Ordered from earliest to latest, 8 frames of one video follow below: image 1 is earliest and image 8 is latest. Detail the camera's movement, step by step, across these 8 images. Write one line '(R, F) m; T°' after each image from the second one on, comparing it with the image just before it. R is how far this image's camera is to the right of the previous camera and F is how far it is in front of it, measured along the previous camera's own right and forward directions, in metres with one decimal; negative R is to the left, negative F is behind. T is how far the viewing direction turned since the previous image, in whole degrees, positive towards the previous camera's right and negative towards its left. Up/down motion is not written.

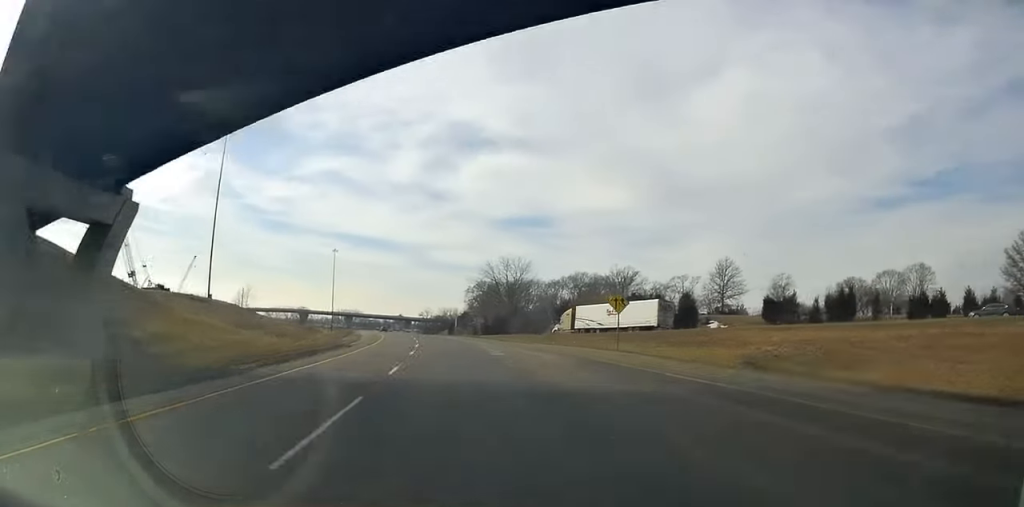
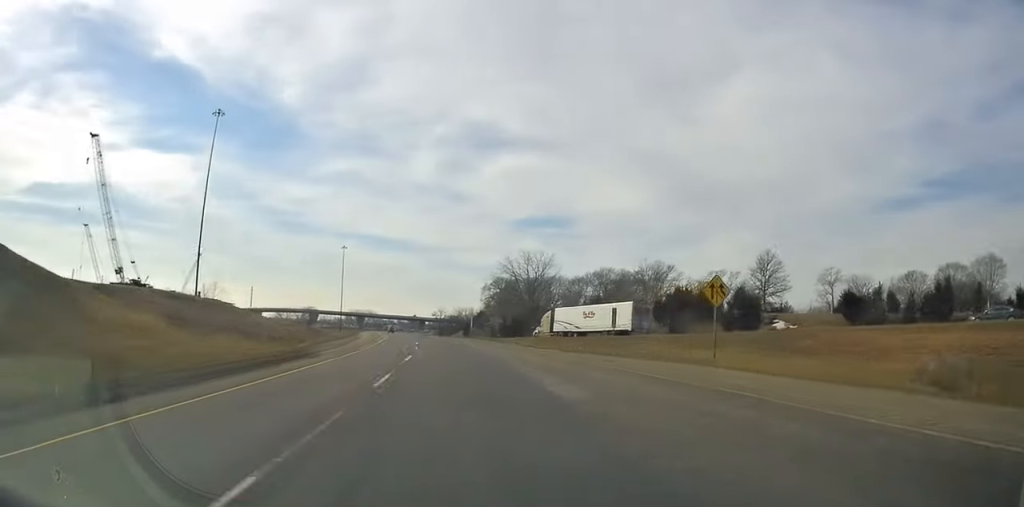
(0.0, +15.6) m; -1°
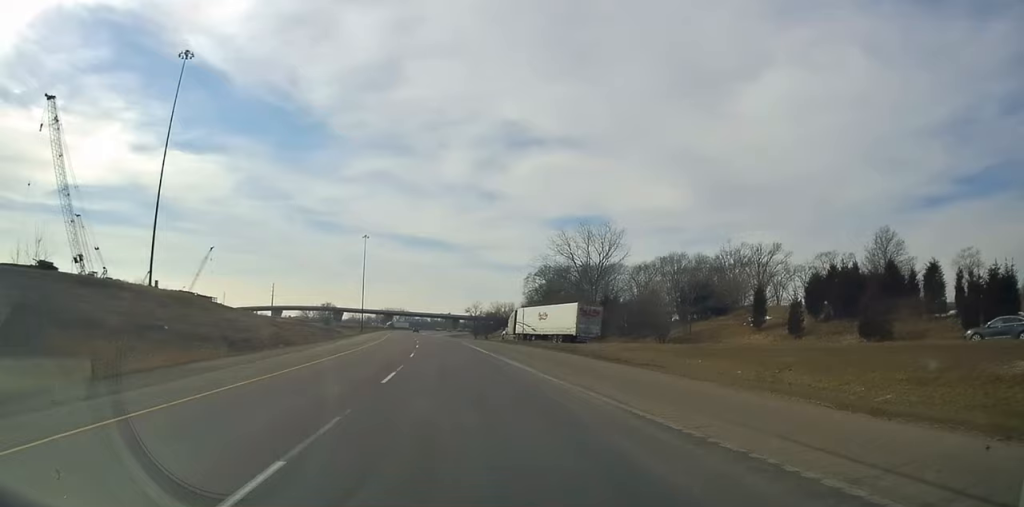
(-1.0, +34.5) m; -3°
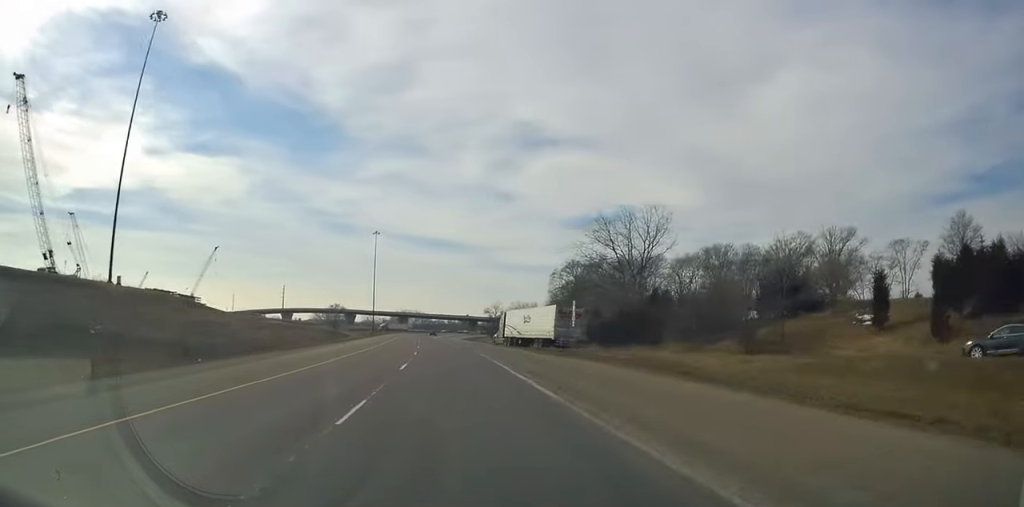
(-0.1, +17.9) m; -1°
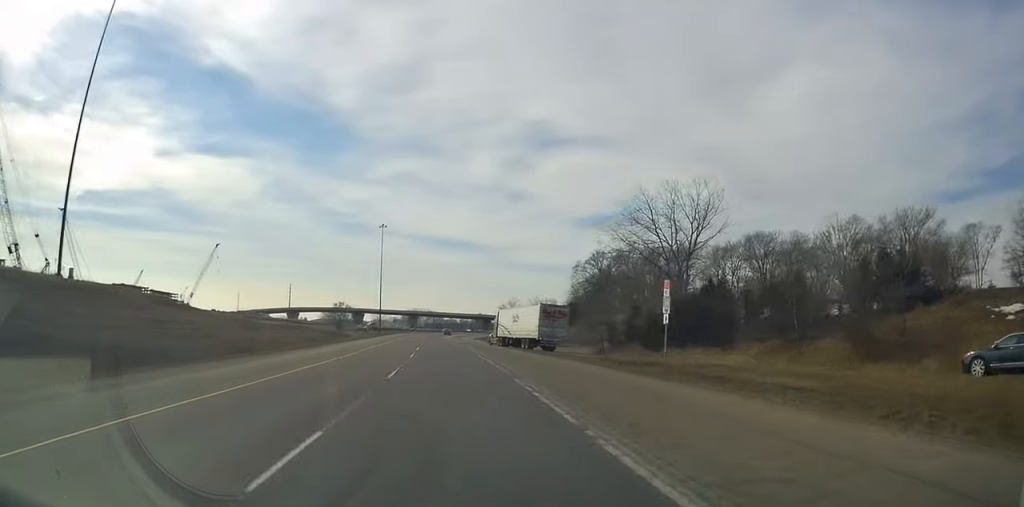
(+0.2, +15.6) m; -1°
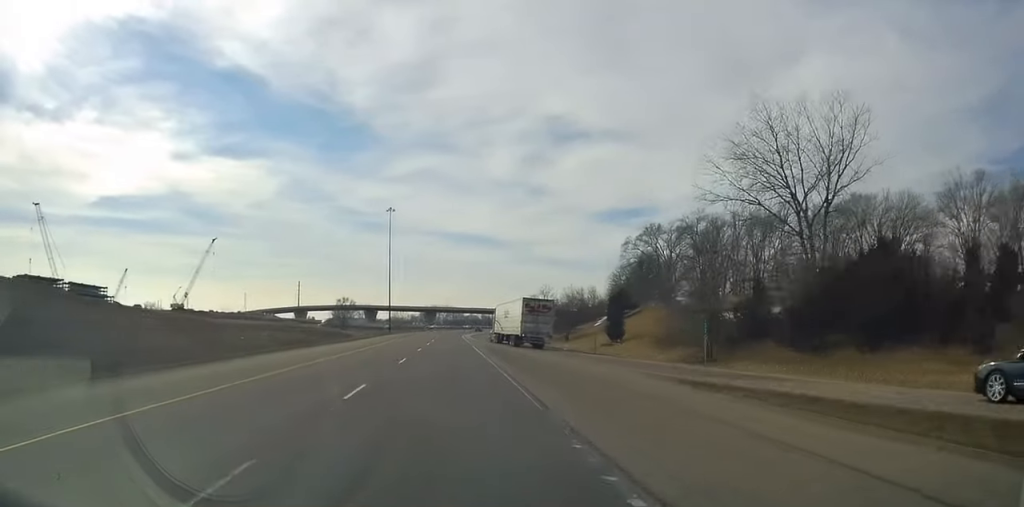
(-0.8, +28.8) m; -3°
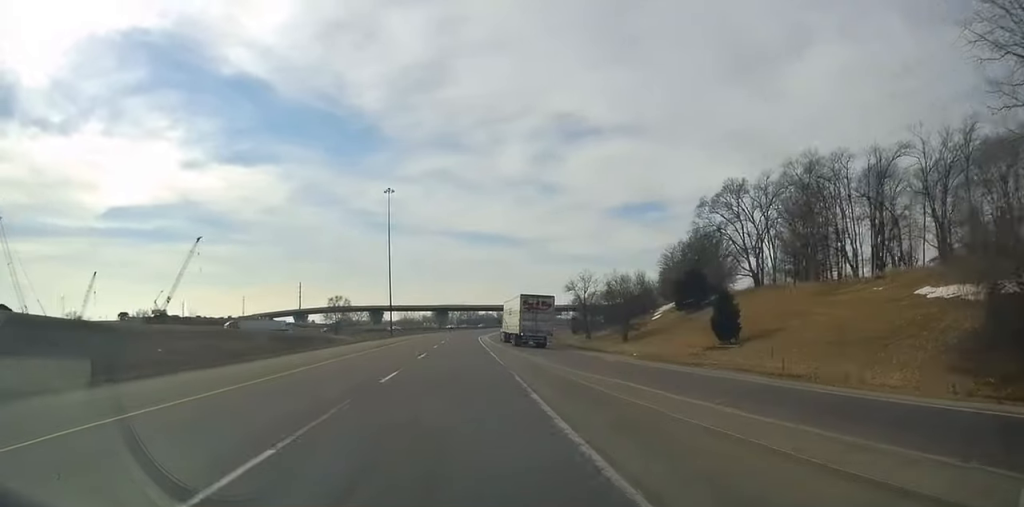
(-1.1, +32.6) m; -4°
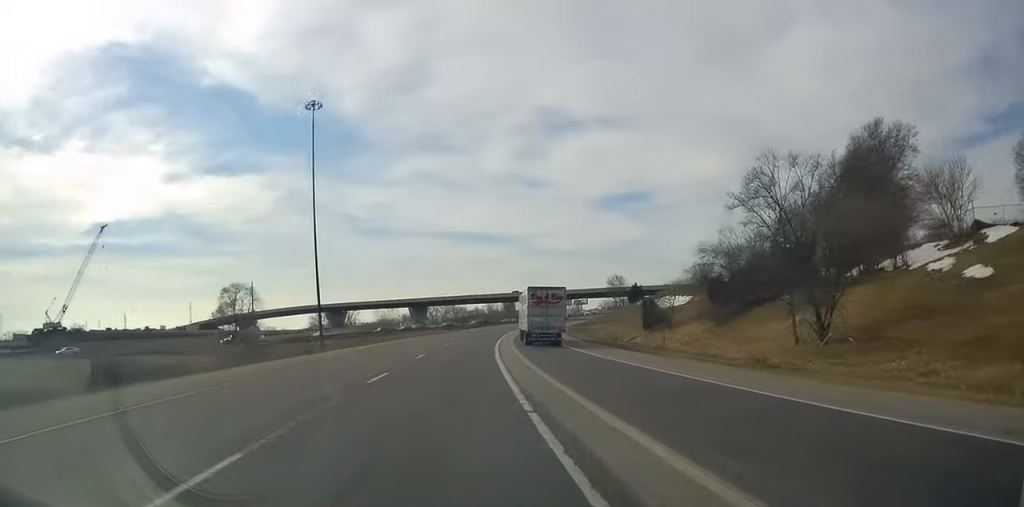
(+0.4, +71.5) m; +2°
